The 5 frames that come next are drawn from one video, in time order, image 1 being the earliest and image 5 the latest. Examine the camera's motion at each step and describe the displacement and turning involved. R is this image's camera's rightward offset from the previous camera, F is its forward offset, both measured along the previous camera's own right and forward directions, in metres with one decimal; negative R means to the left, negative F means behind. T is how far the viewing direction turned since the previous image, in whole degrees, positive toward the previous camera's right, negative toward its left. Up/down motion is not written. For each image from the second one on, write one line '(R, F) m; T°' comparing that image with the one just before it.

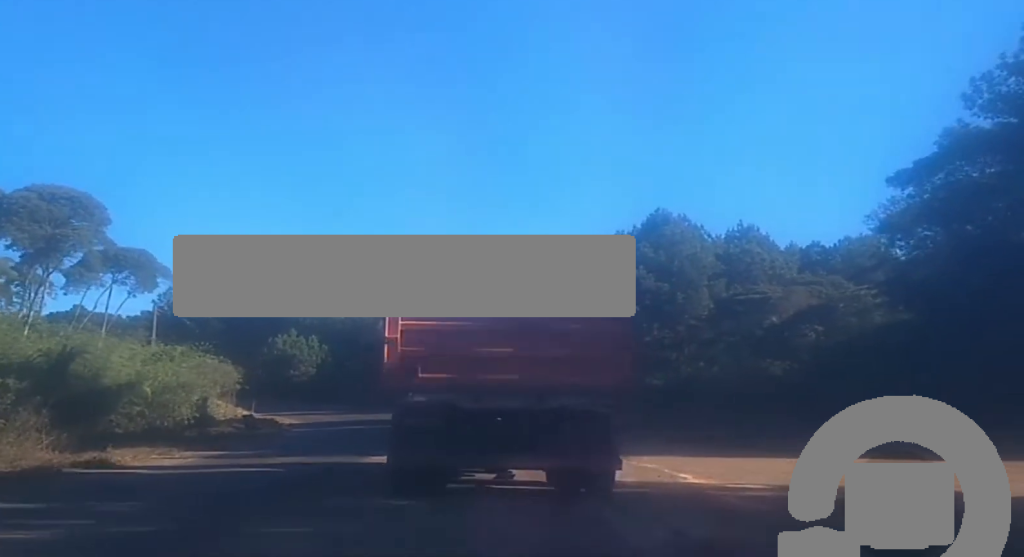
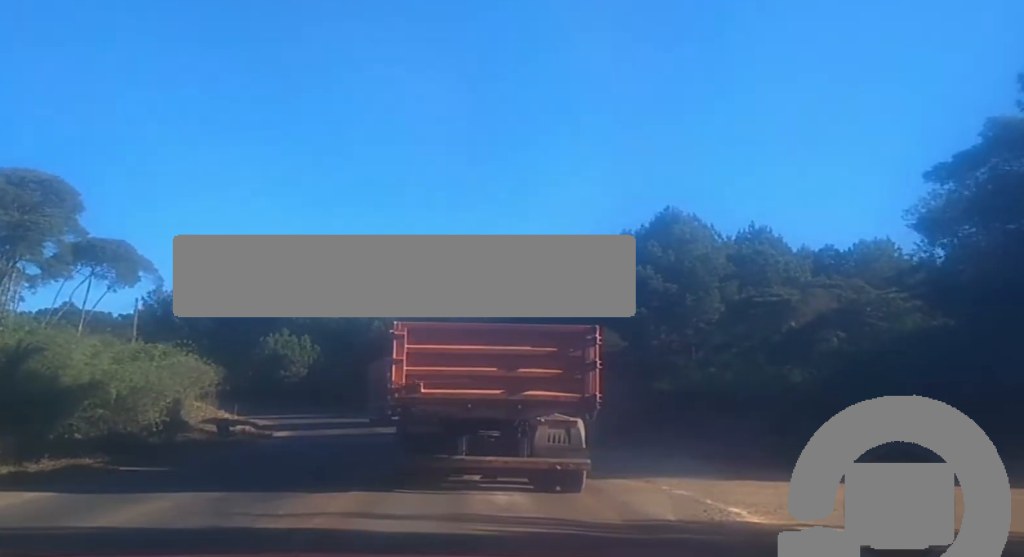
(+0.4, +3.7) m; +2°
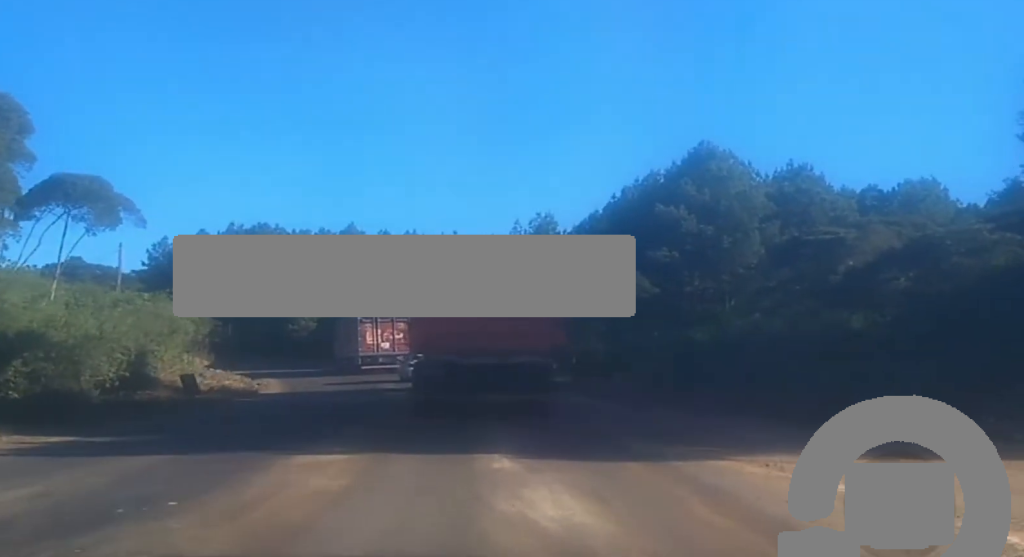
(-0.3, +7.0) m; -2°
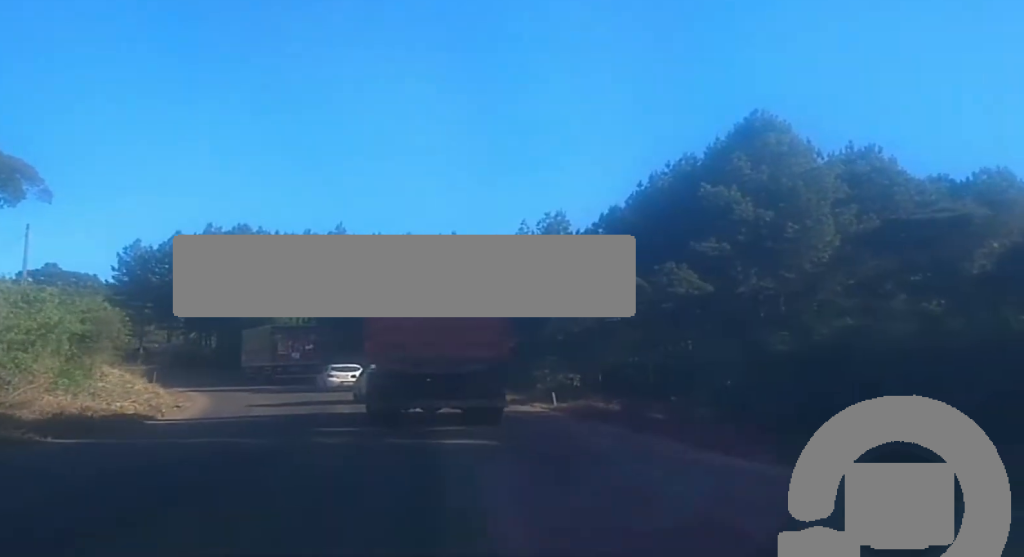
(+0.1, +12.4) m; 0°
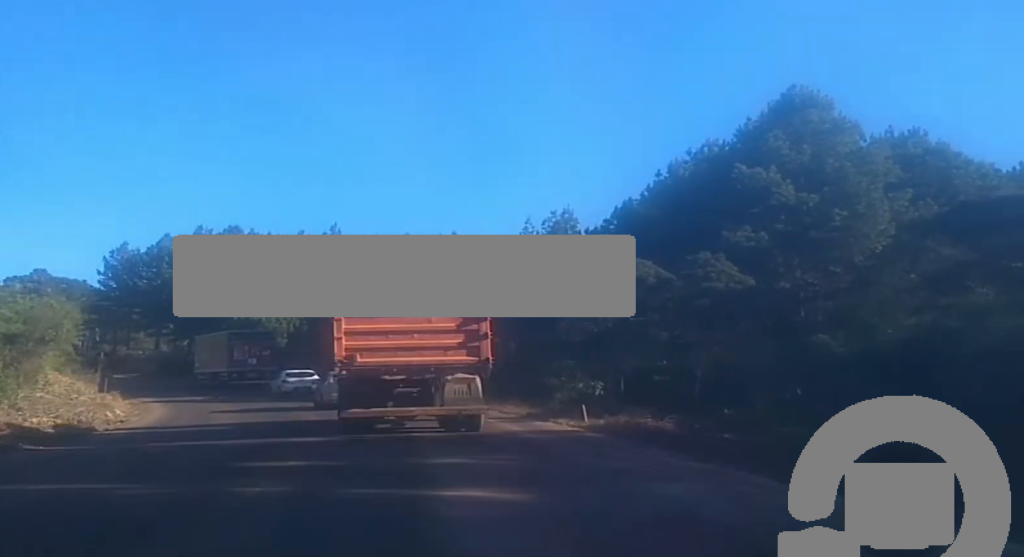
(-0.1, +6.2) m; -1°
